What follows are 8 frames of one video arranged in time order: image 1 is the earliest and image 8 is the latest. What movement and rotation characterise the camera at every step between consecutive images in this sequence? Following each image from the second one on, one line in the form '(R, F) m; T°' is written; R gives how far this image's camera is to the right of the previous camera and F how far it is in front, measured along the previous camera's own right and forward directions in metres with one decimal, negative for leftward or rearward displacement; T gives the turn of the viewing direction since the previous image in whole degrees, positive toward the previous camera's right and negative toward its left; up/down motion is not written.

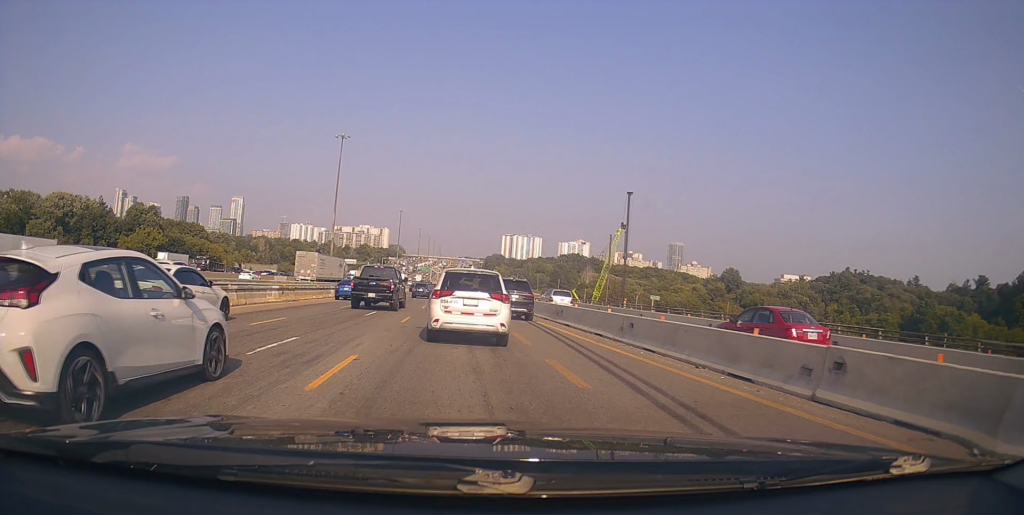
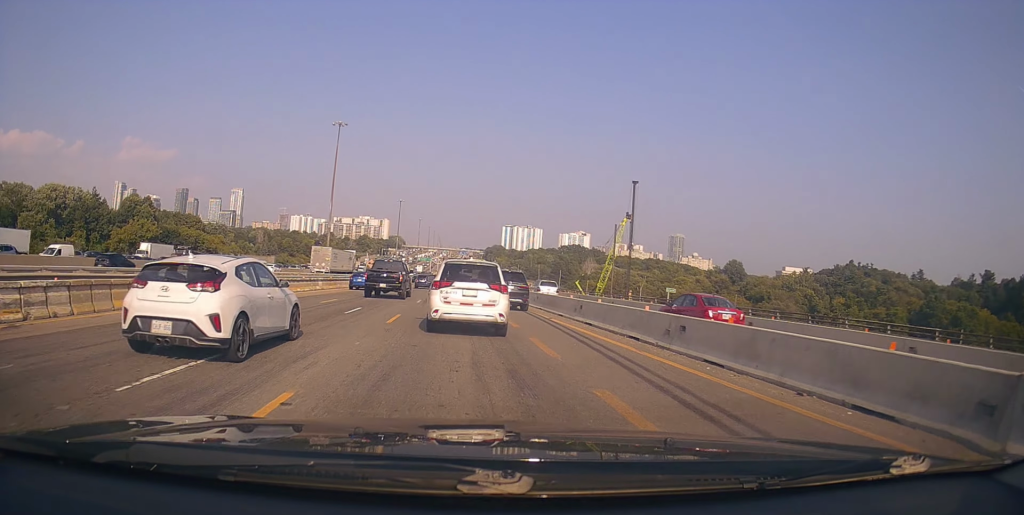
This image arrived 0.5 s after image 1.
(0.0, +3.3) m; 0°
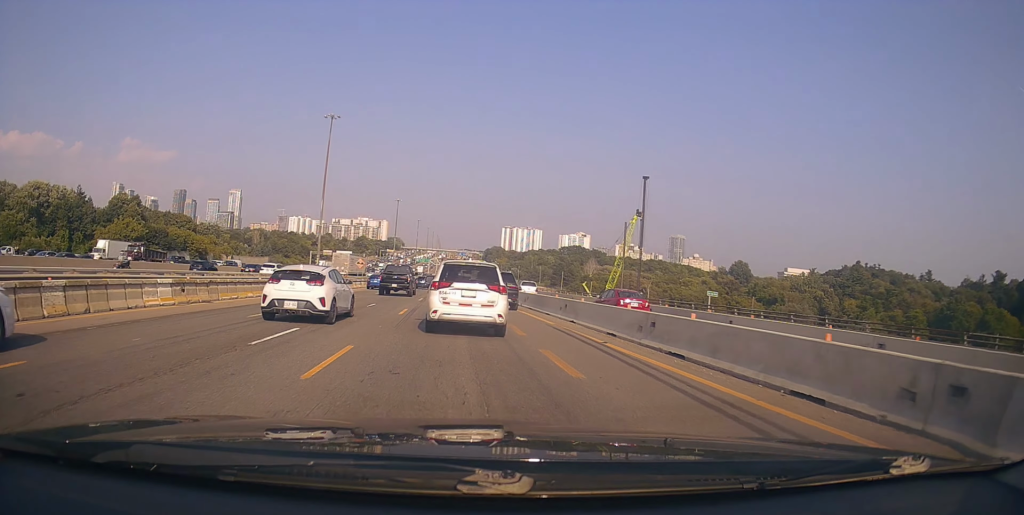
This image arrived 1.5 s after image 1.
(0.0, +7.6) m; -4°
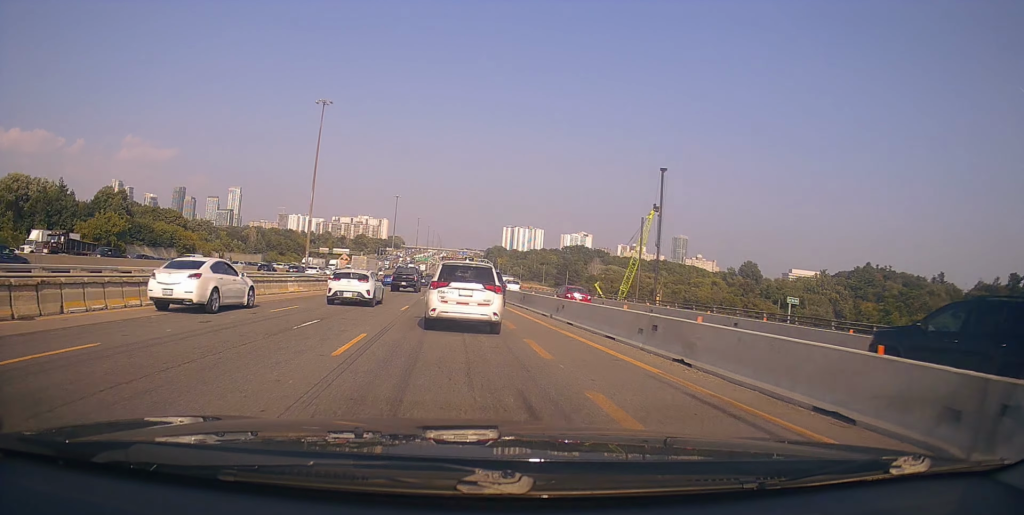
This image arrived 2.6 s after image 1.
(-0.5, +10.0) m; 0°
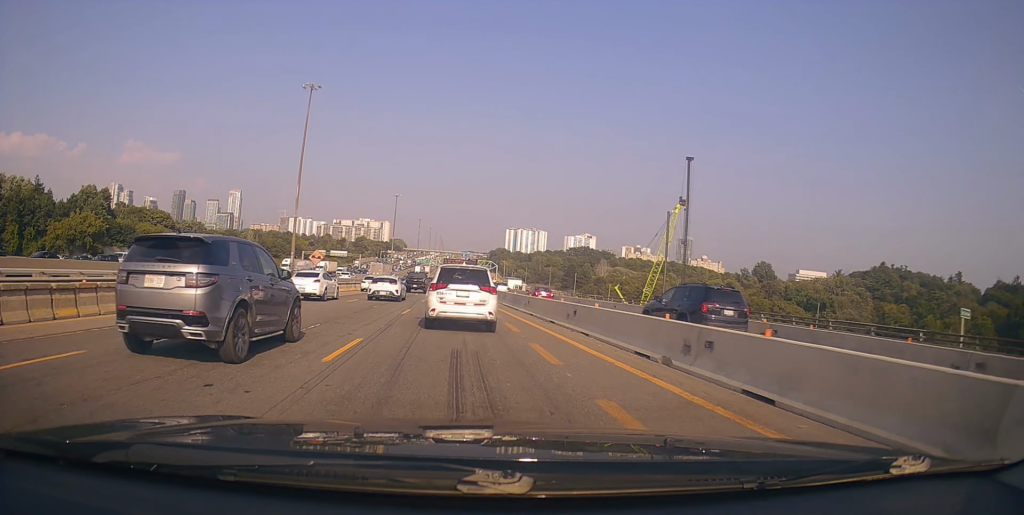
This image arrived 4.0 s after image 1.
(+0.2, +12.3) m; -1°
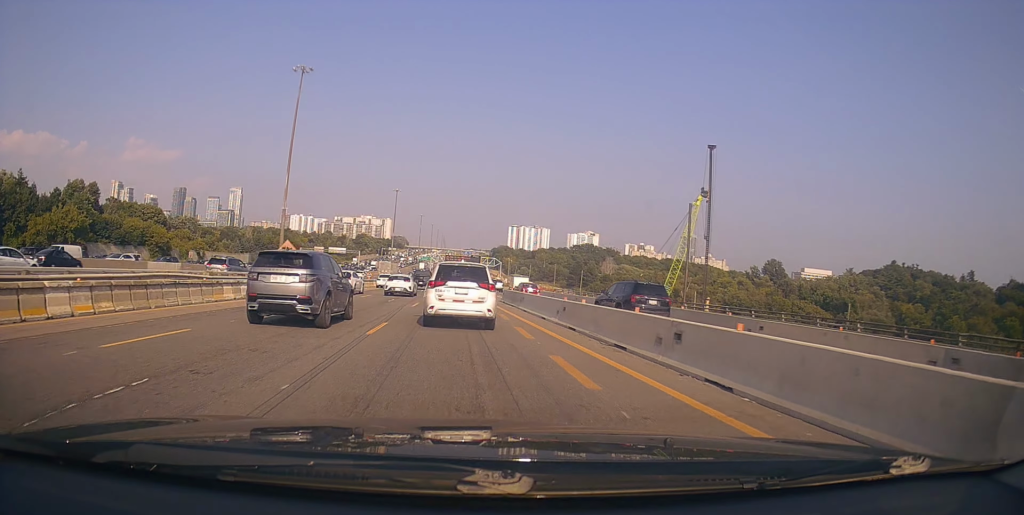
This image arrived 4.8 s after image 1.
(-0.2, +7.9) m; -2°
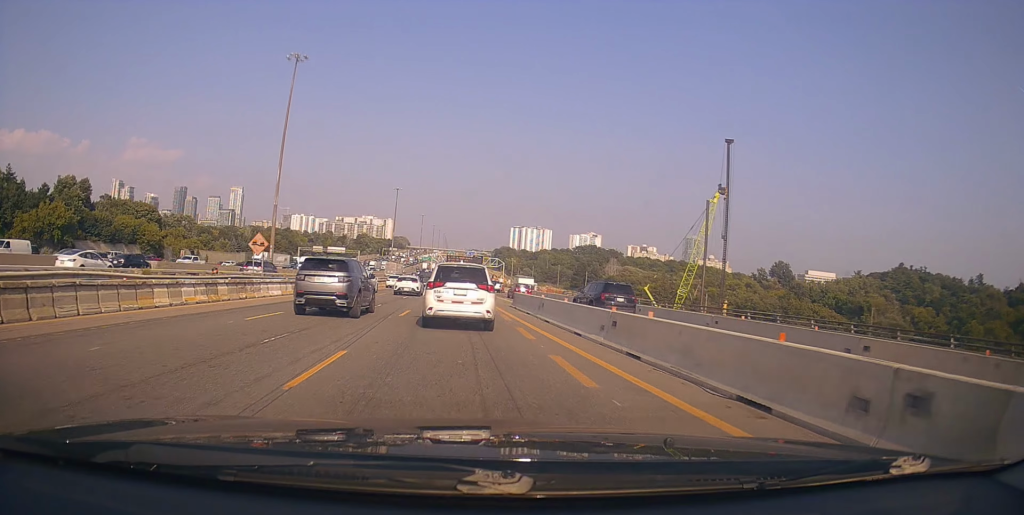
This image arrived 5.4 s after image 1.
(0.0, +5.6) m; 0°
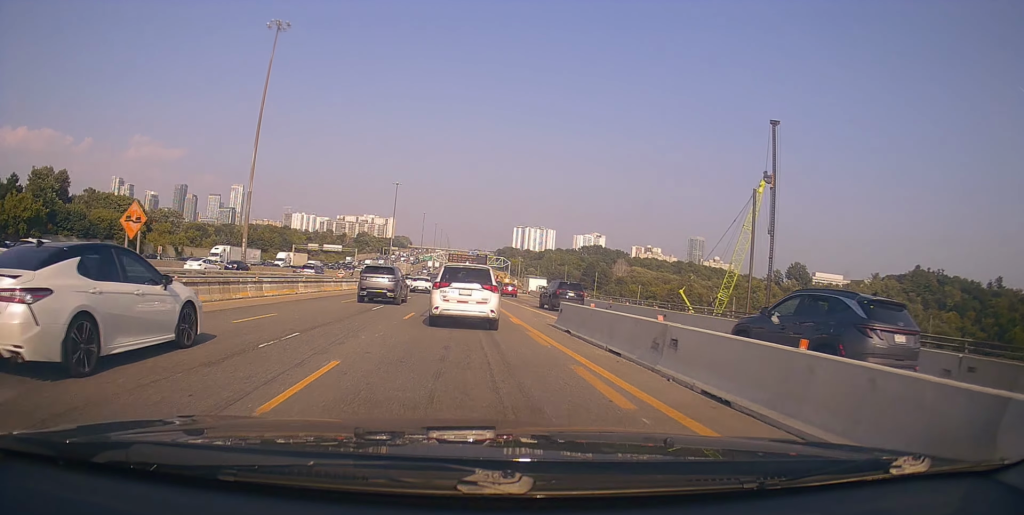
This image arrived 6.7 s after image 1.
(+0.1, +13.4) m; +1°
